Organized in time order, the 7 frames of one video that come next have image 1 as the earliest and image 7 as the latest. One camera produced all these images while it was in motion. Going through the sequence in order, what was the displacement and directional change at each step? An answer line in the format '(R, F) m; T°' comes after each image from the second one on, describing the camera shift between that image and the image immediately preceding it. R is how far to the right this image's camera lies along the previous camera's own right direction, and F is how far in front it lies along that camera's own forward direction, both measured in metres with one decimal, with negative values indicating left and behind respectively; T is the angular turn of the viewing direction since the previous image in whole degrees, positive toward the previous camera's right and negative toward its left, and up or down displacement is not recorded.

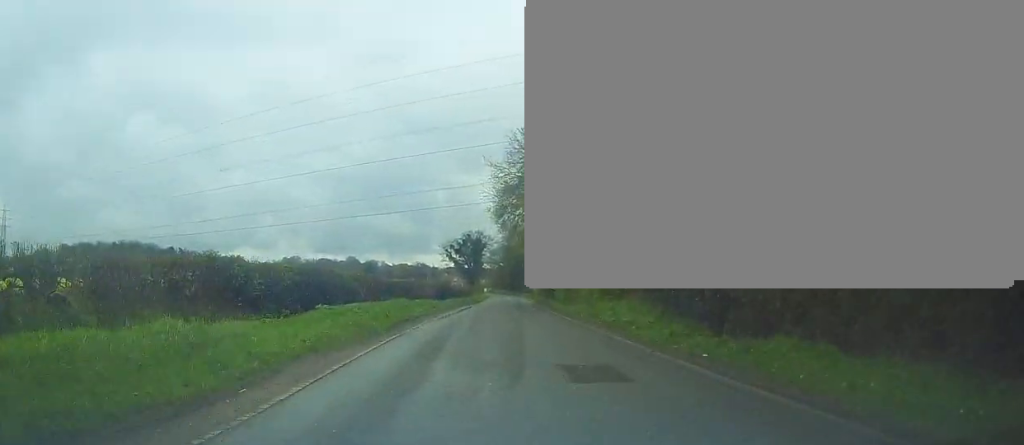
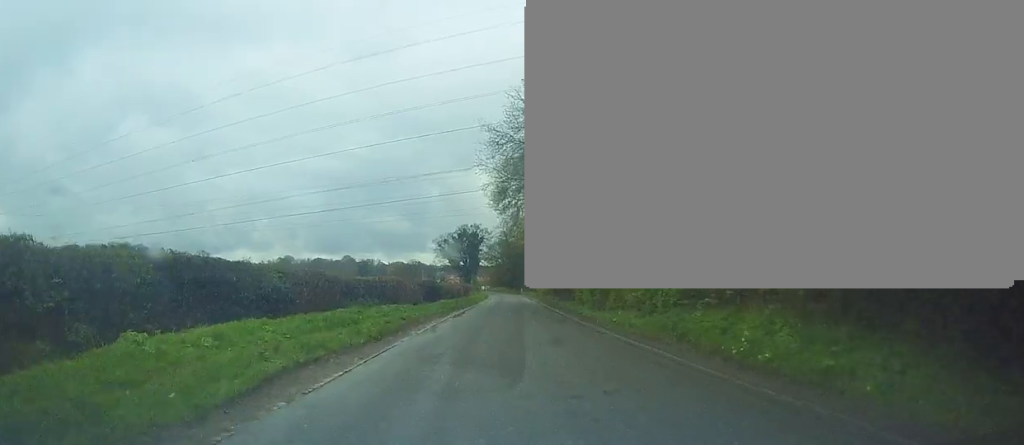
(+0.1, +11.1) m; 0°
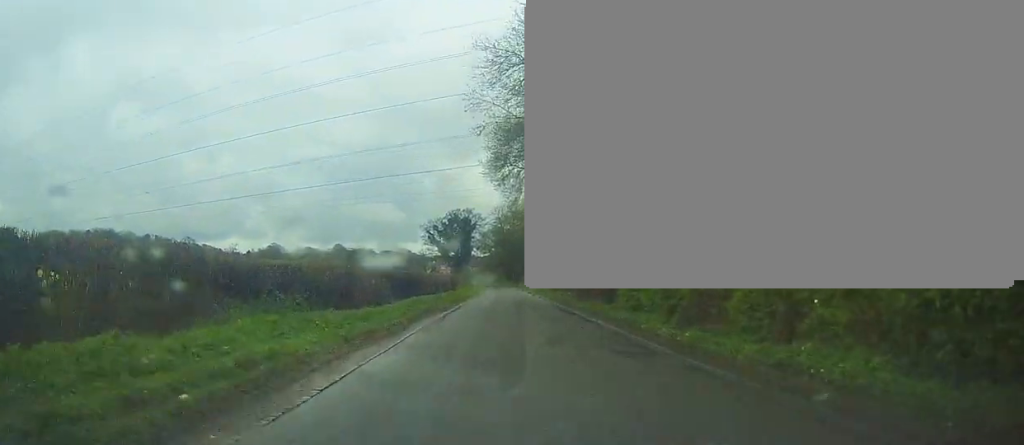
(0.0, +13.7) m; 0°
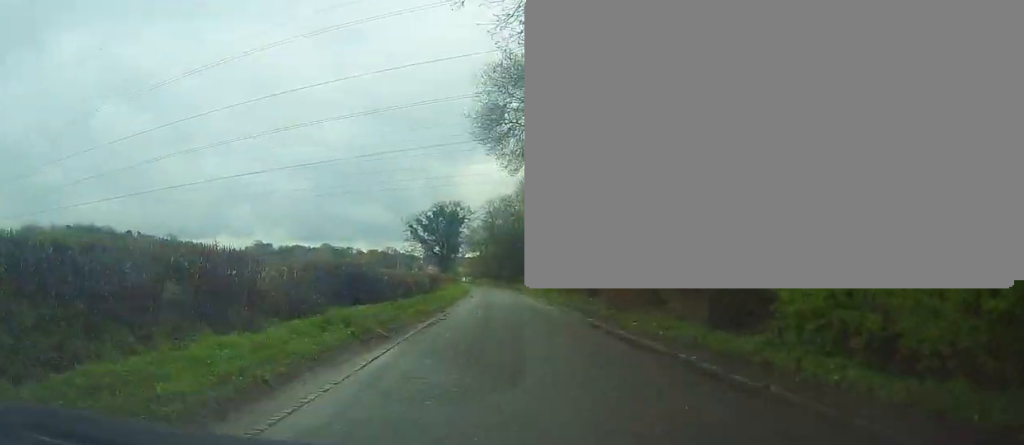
(+0.1, +13.6) m; +1°
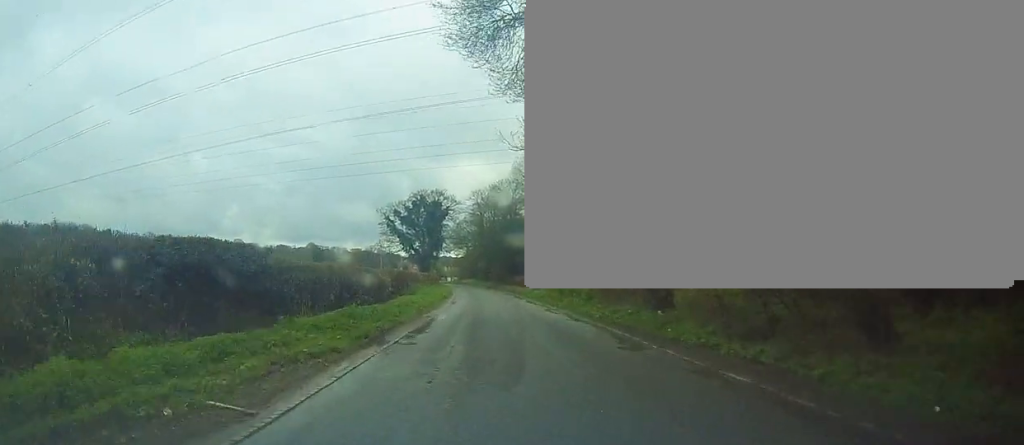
(+0.2, +14.7) m; +1°
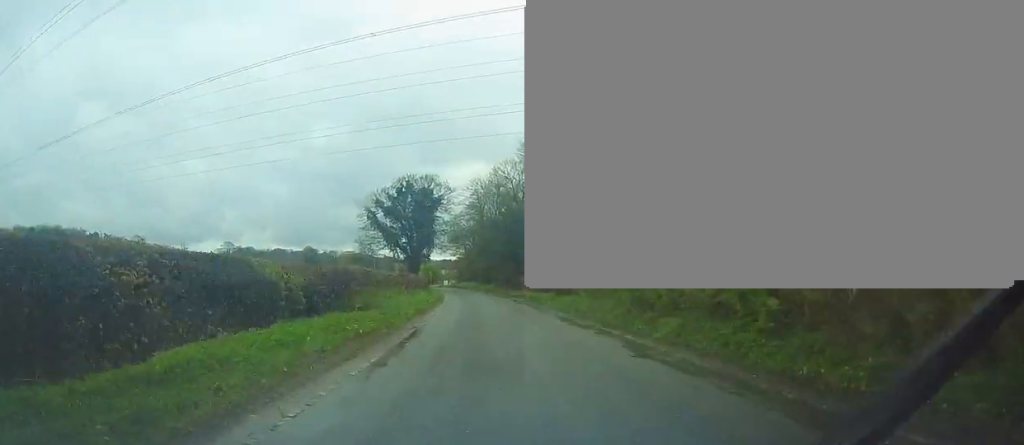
(-0.1, +17.7) m; 0°
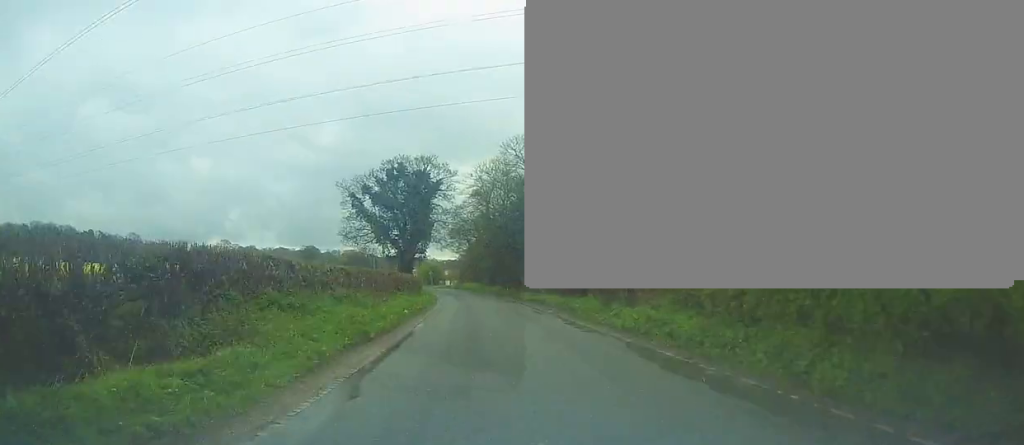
(+0.2, +13.1) m; 0°
